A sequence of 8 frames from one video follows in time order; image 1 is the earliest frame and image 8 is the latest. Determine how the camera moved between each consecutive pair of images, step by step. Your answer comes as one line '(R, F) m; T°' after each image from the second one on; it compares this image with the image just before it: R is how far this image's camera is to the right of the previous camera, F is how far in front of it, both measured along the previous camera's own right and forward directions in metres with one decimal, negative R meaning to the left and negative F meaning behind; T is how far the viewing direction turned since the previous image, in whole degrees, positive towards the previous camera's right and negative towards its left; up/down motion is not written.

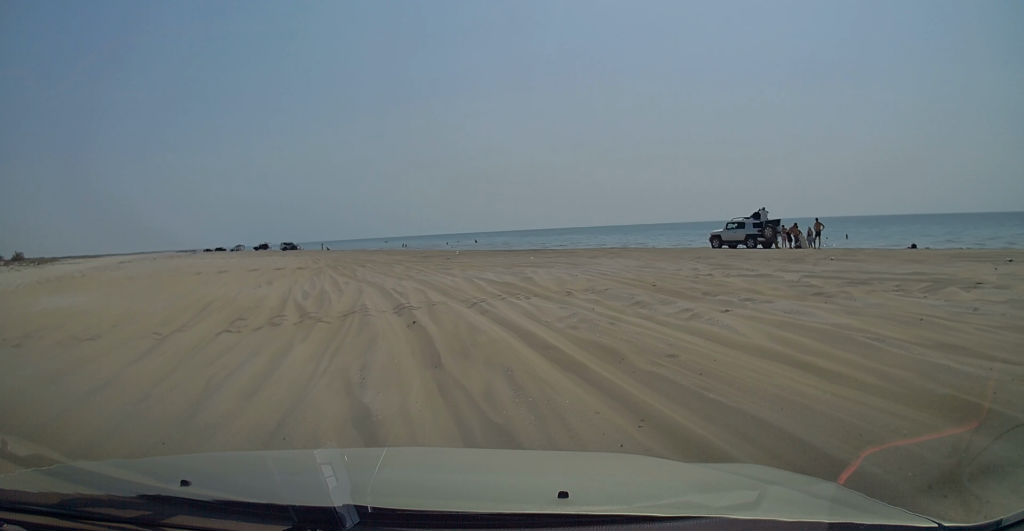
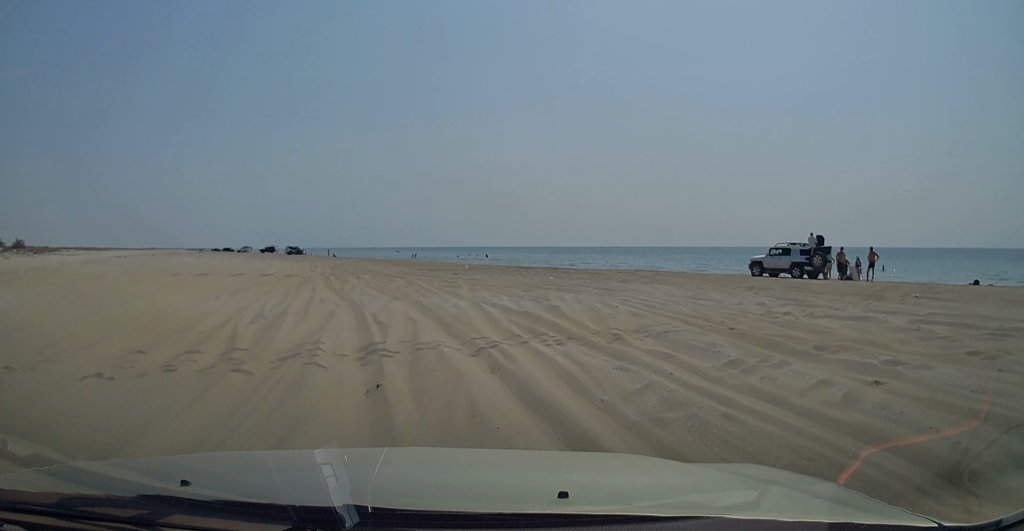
(+0.2, +4.5) m; +2°
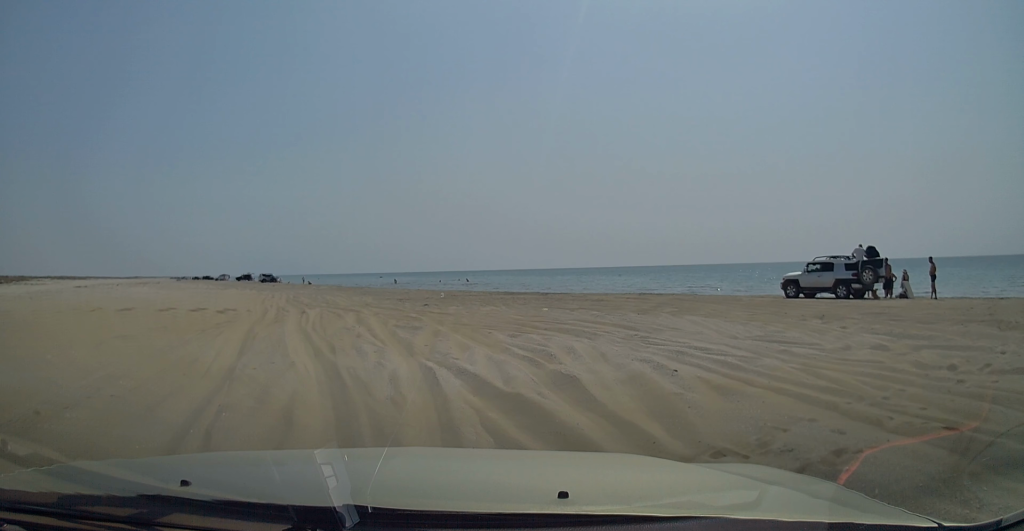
(-0.2, +6.4) m; -2°
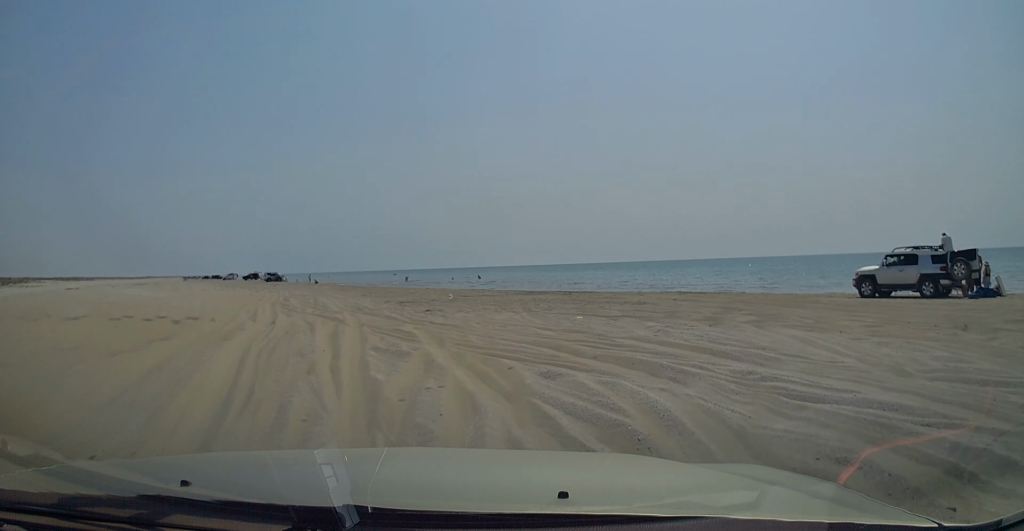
(0.0, +5.3) m; +2°
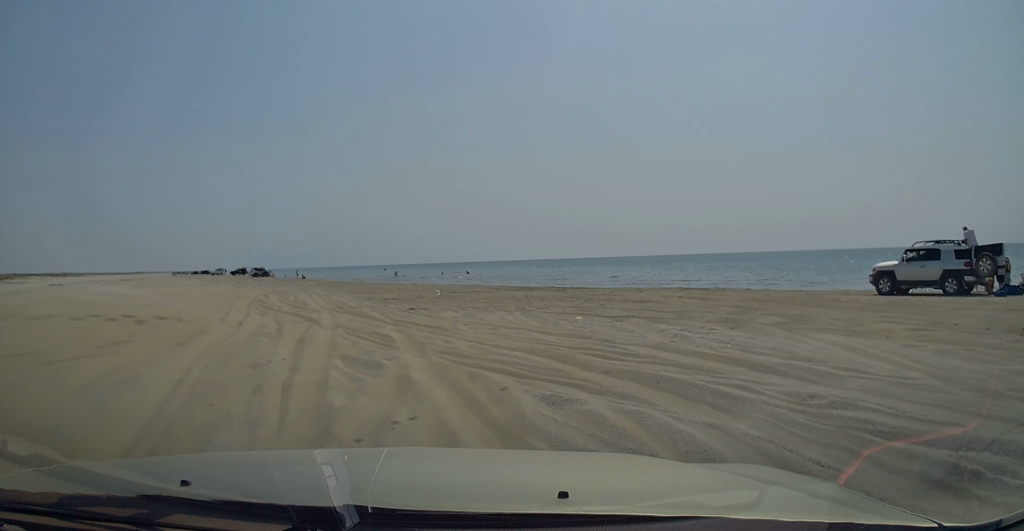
(0.0, +2.0) m; -1°
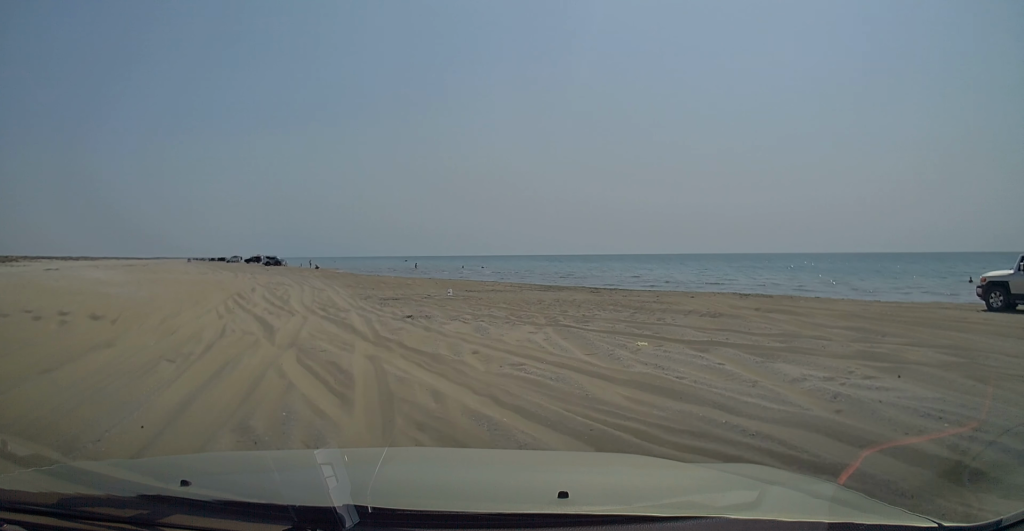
(-0.2, +5.2) m; -6°
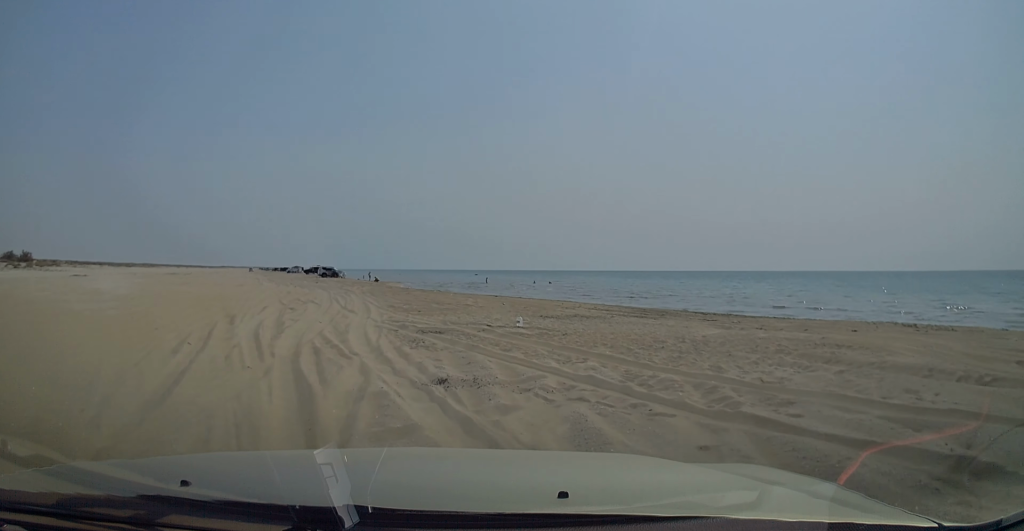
(-0.4, +7.7) m; -4°
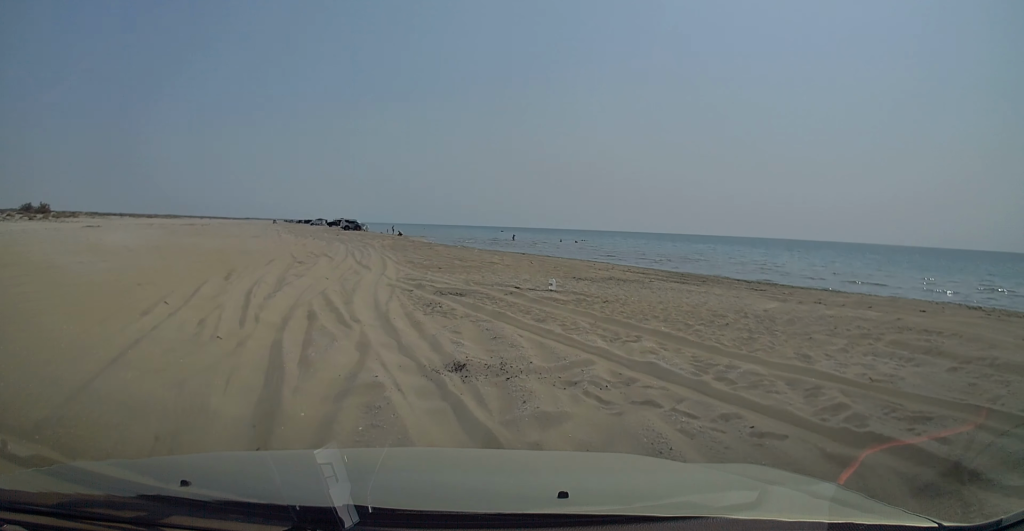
(+0.1, +2.2) m; -2°
